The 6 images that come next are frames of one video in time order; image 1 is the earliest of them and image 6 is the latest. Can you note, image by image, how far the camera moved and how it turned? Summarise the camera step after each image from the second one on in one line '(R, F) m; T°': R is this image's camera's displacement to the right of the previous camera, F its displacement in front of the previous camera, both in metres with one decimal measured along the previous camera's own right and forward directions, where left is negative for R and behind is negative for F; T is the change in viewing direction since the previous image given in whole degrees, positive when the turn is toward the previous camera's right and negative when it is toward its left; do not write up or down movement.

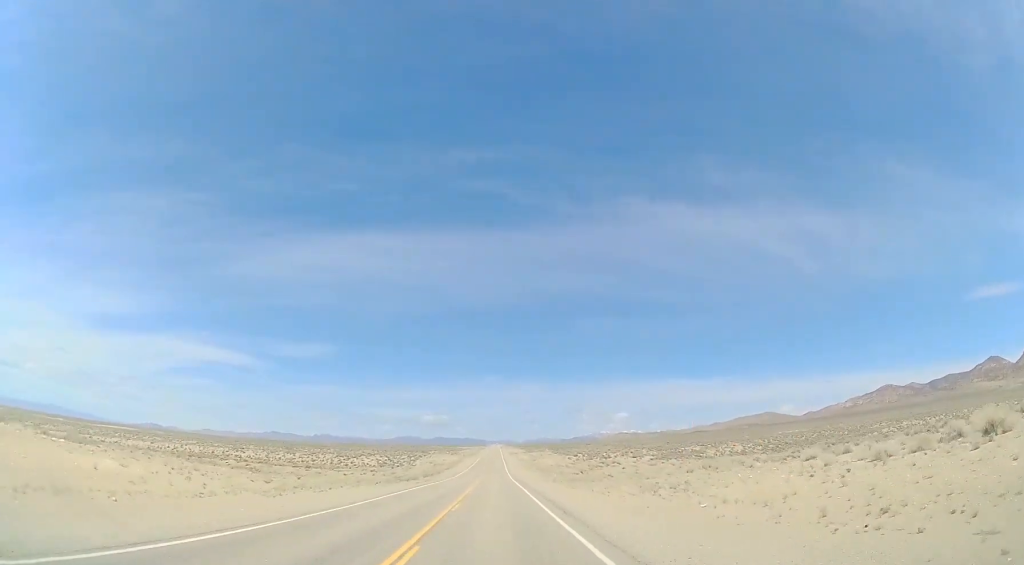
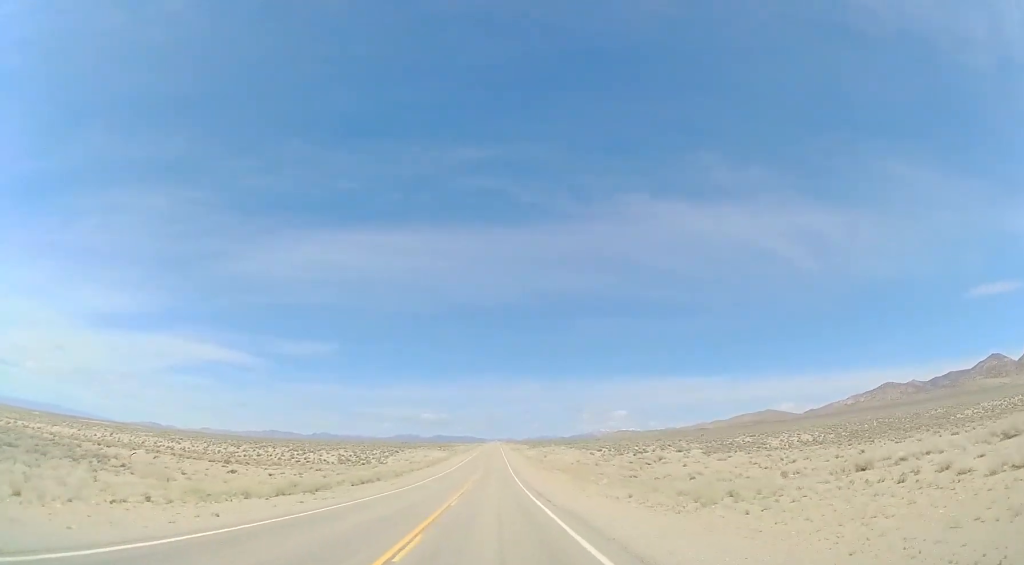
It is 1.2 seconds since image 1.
(+0.1, +35.0) m; 0°
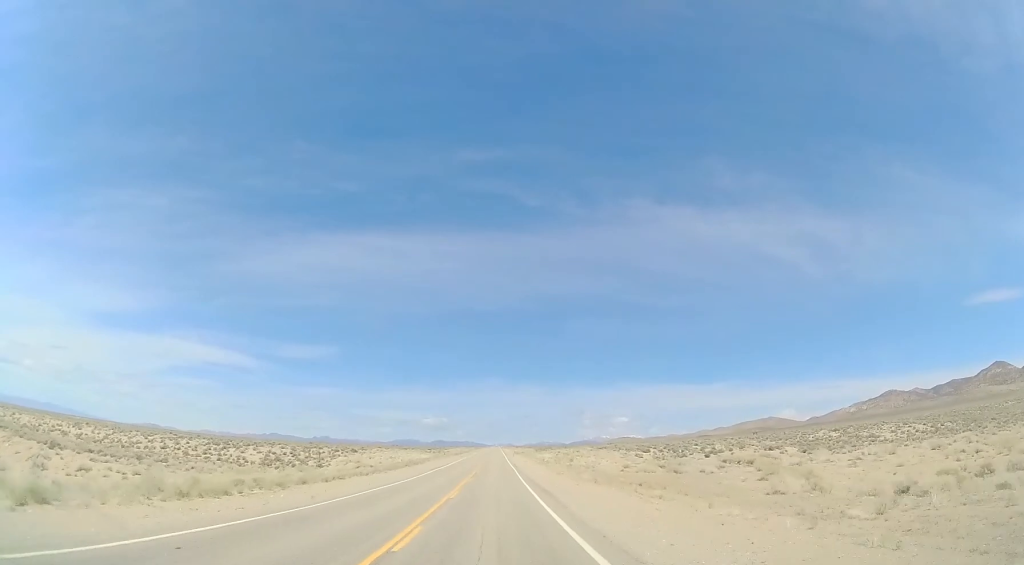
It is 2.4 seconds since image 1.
(-0.3, +36.3) m; -1°
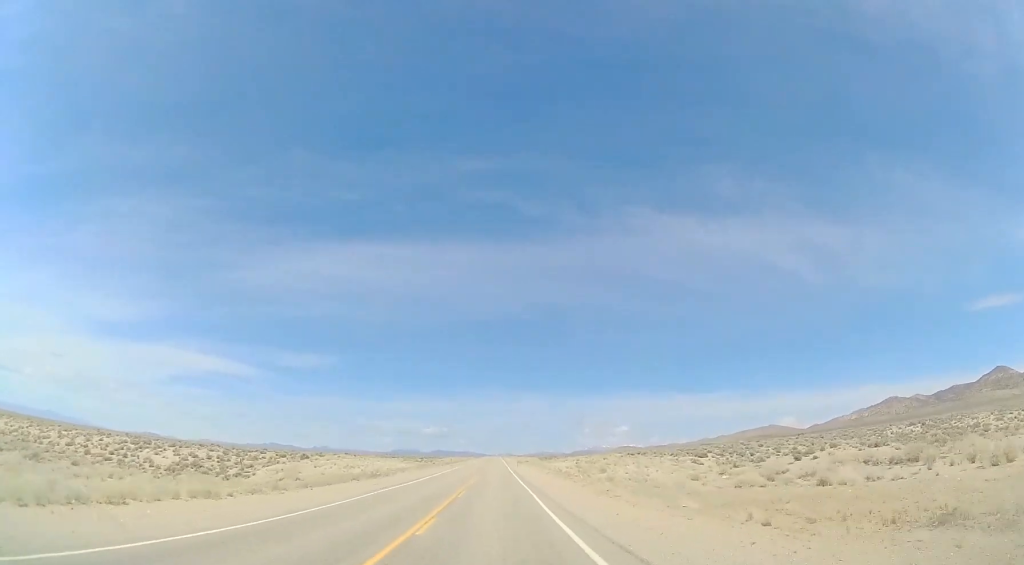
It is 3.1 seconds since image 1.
(-0.1, +22.2) m; 0°
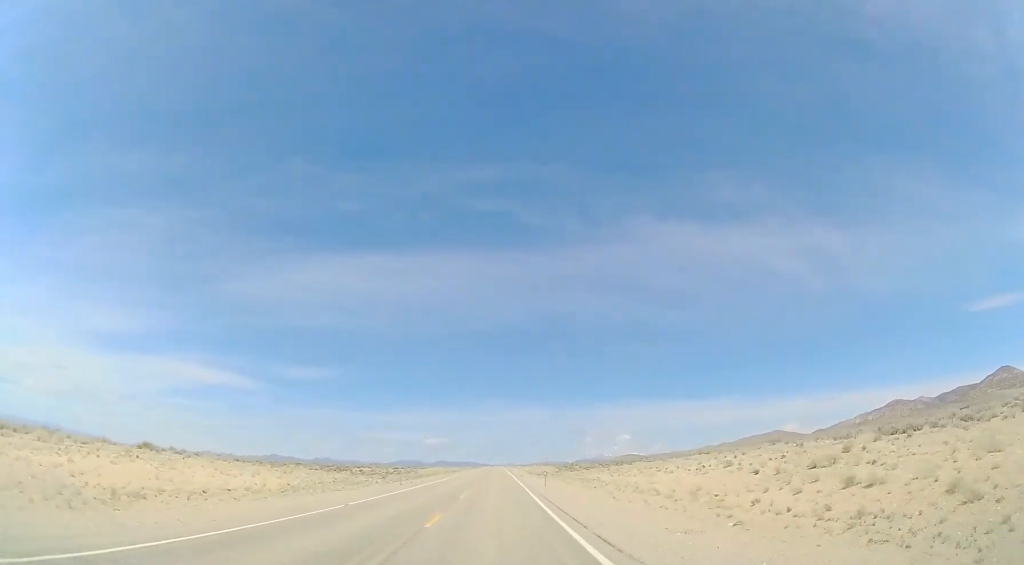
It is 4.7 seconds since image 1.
(+0.1, +47.4) m; 0°
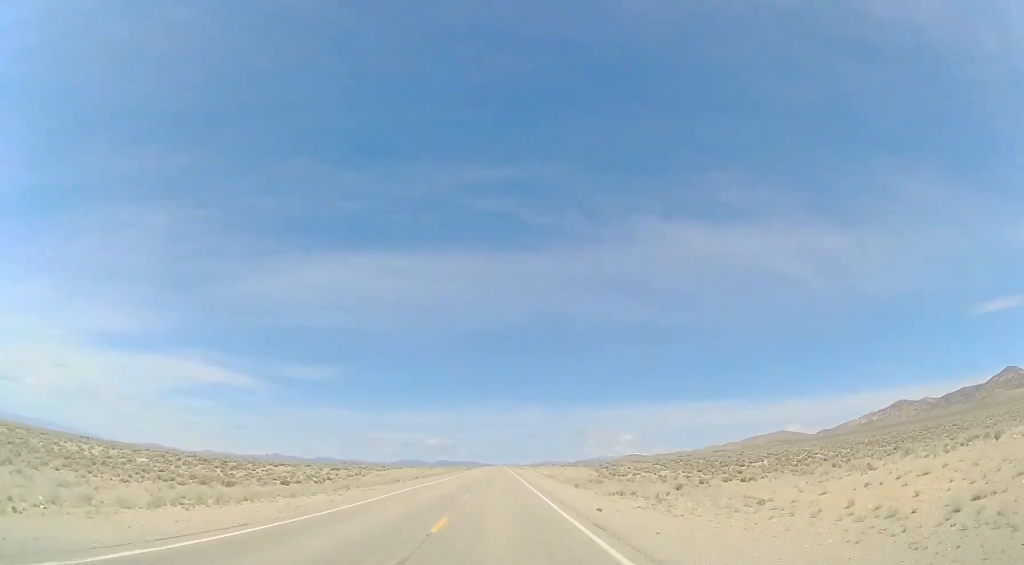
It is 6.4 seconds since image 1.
(-0.4, +49.9) m; -1°
